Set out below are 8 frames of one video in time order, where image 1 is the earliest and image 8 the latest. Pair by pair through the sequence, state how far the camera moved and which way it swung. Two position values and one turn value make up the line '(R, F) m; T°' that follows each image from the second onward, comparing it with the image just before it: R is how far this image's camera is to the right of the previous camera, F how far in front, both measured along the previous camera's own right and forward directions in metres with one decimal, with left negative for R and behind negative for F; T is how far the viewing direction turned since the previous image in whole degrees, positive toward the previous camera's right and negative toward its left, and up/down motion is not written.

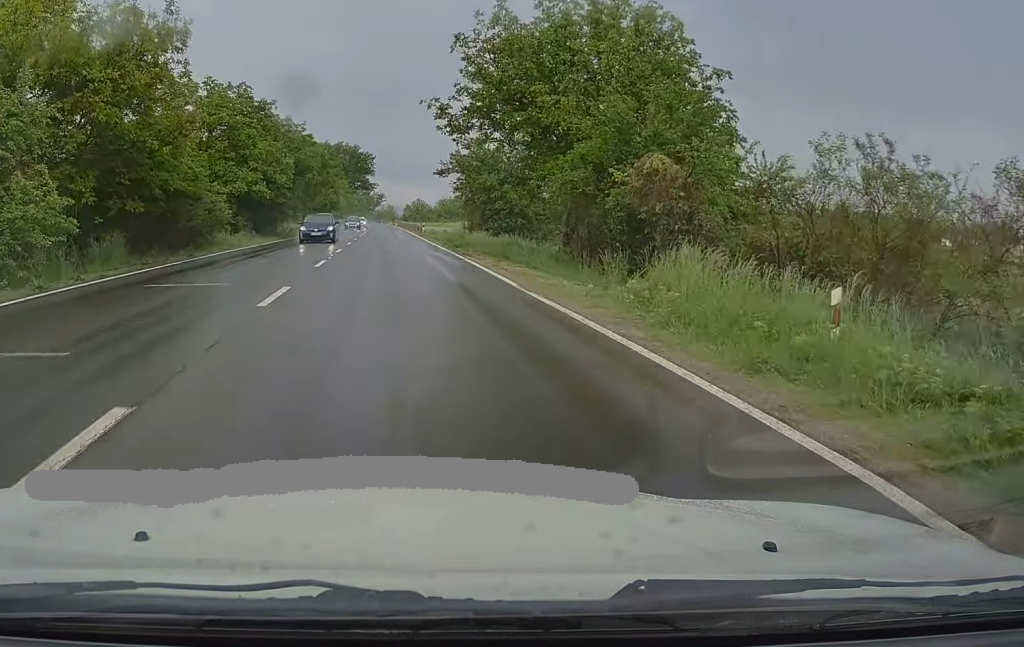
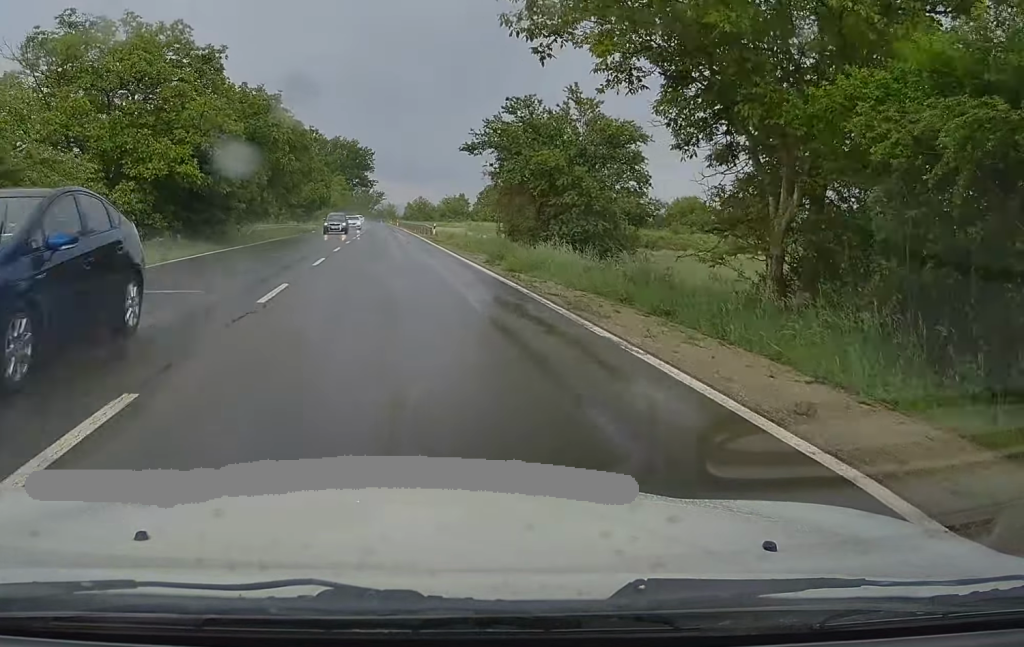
(-0.1, +17.3) m; 0°
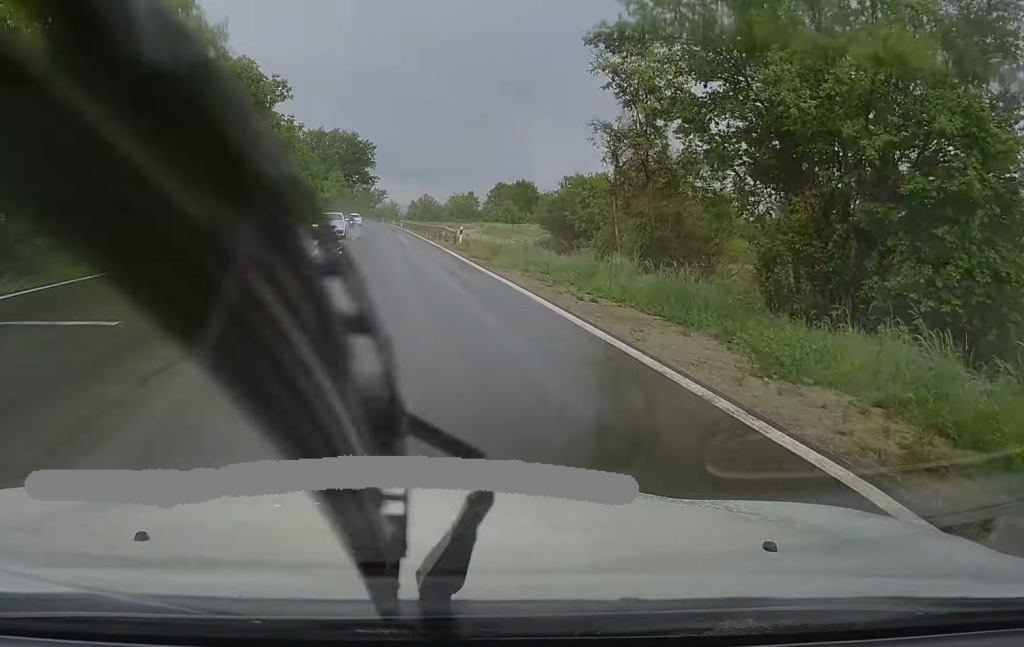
(0.0, +19.9) m; 0°
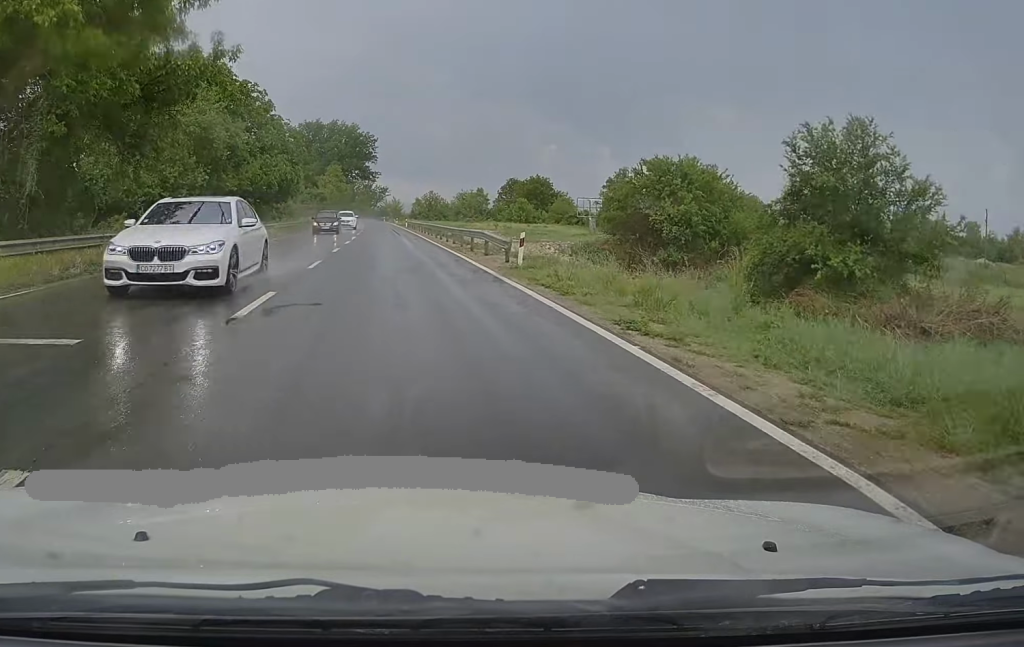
(-0.1, +17.5) m; 0°
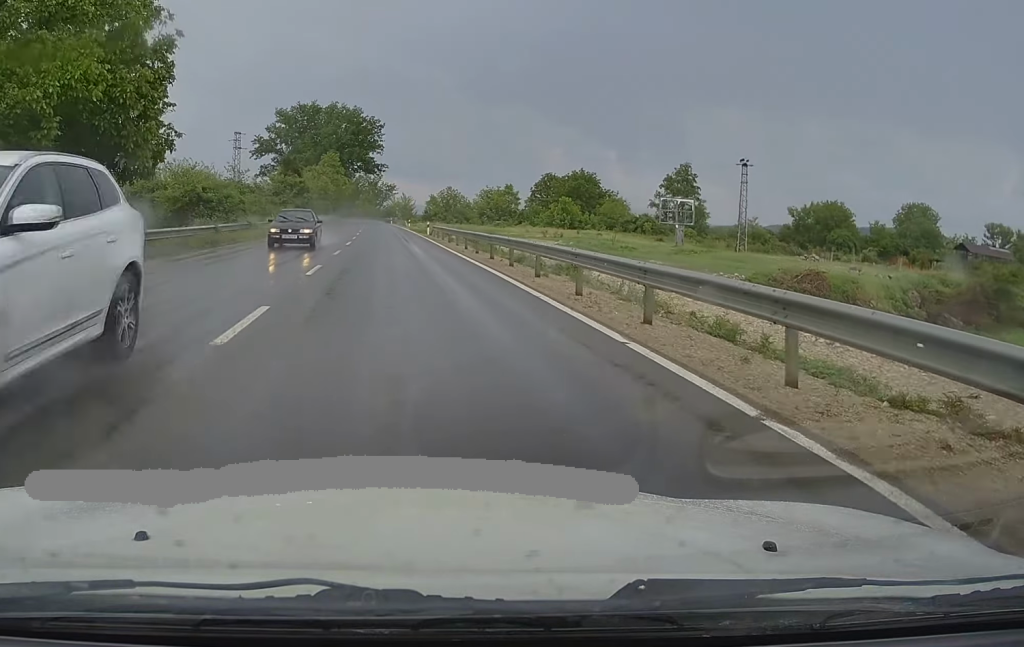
(-0.2, +37.8) m; 0°
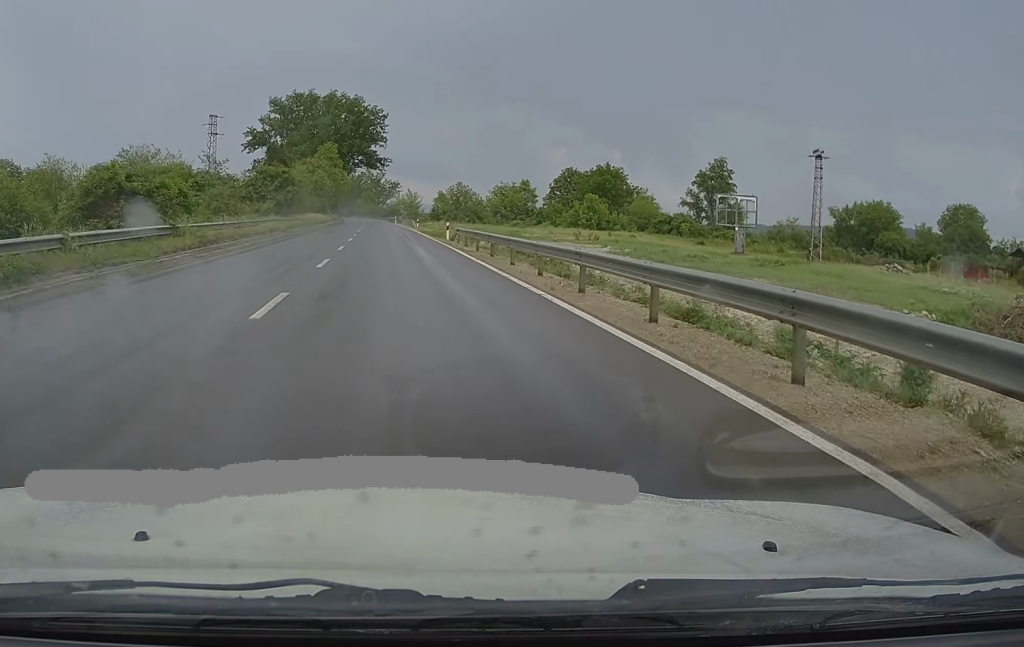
(0.0, +16.0) m; 0°
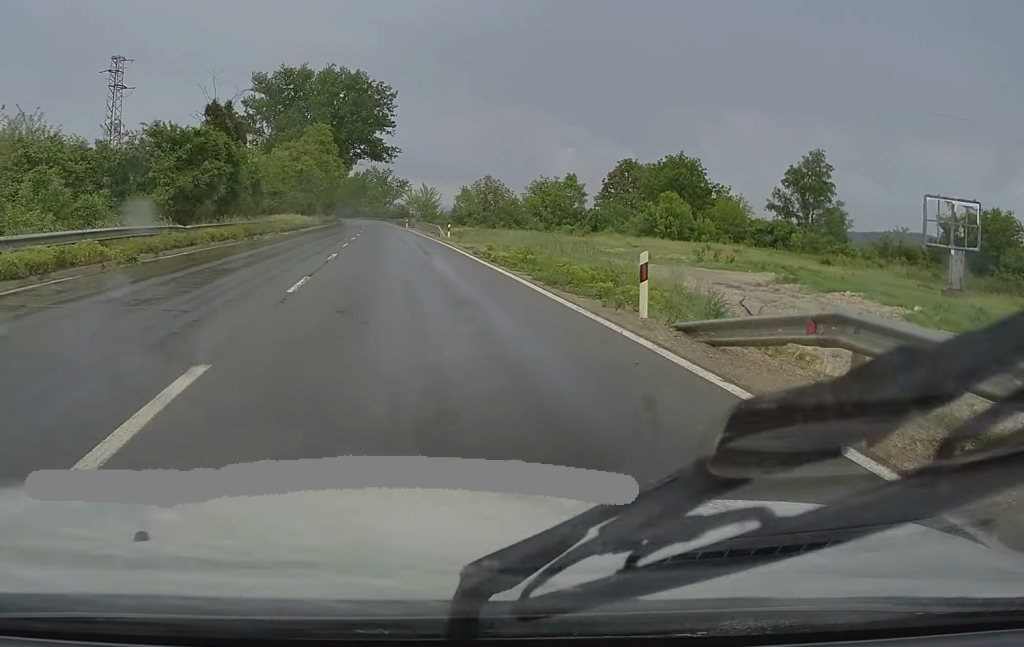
(0.0, +32.9) m; 0°
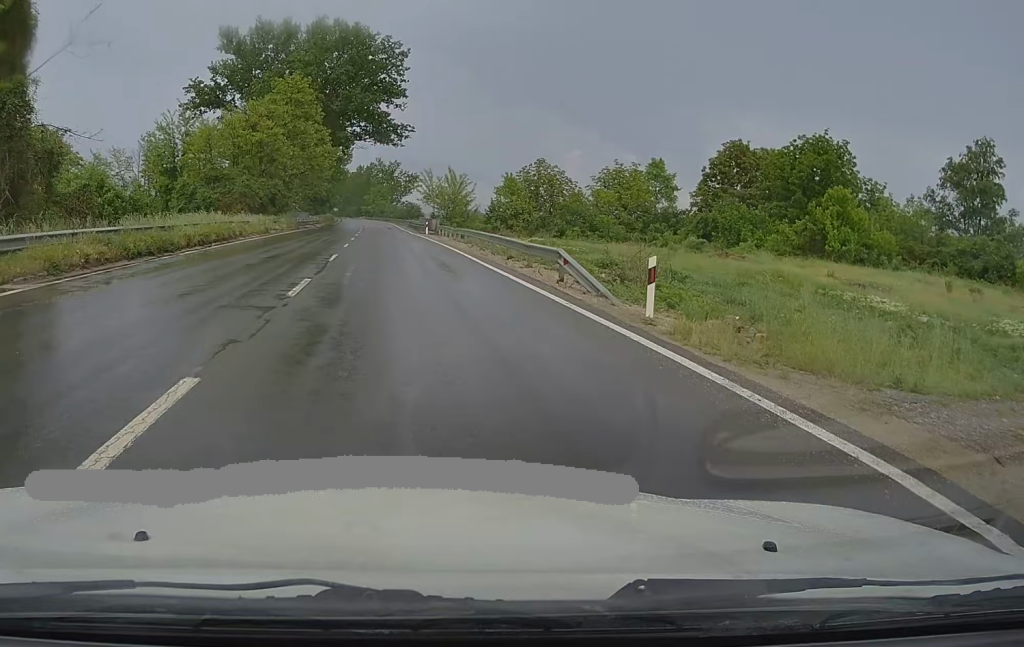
(0.0, +36.2) m; 0°
